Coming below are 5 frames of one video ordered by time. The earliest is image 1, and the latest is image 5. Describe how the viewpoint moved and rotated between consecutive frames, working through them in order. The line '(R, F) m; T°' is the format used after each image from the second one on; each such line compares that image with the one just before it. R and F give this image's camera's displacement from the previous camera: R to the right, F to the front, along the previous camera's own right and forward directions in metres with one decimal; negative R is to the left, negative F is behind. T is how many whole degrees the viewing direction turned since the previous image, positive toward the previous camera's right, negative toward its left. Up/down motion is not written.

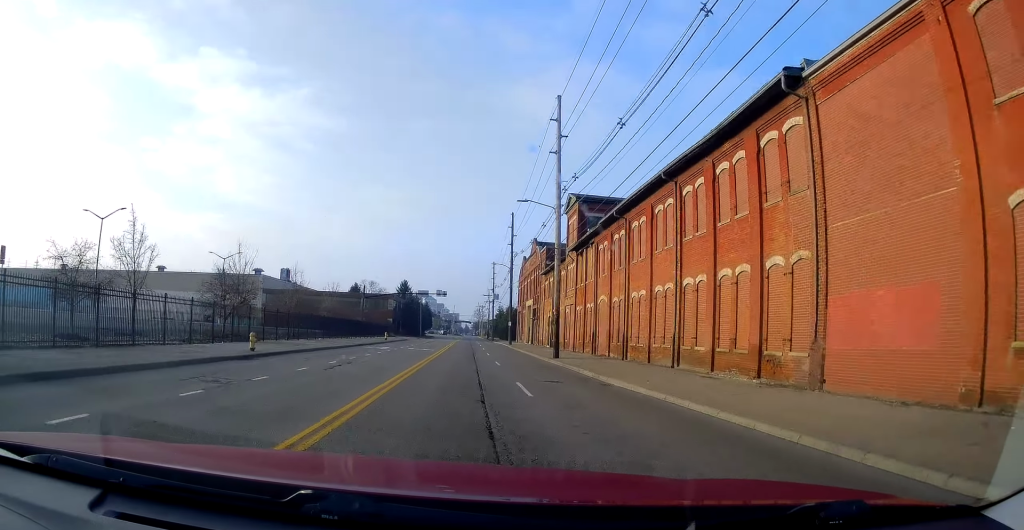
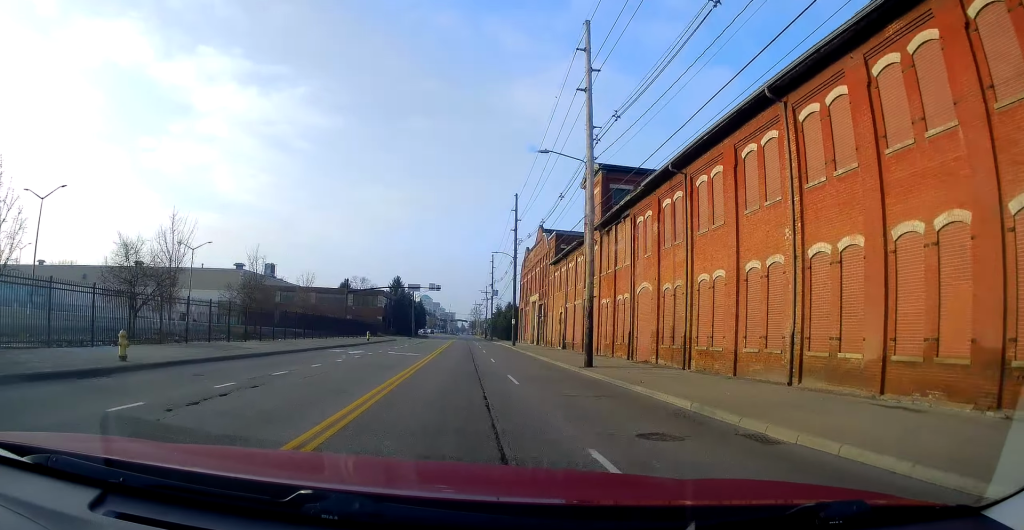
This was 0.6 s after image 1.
(+0.1, +9.7) m; 0°
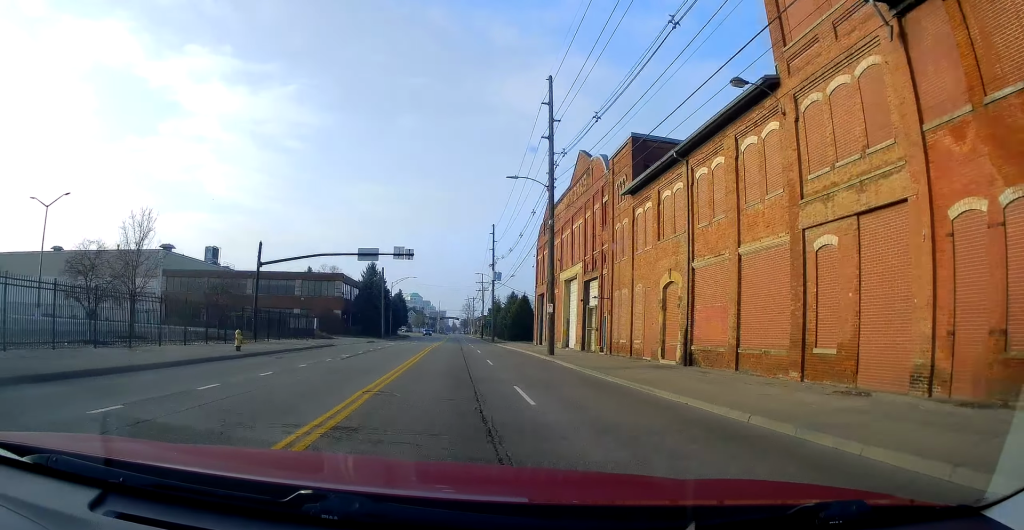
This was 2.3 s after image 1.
(+0.1, +29.9) m; 0°
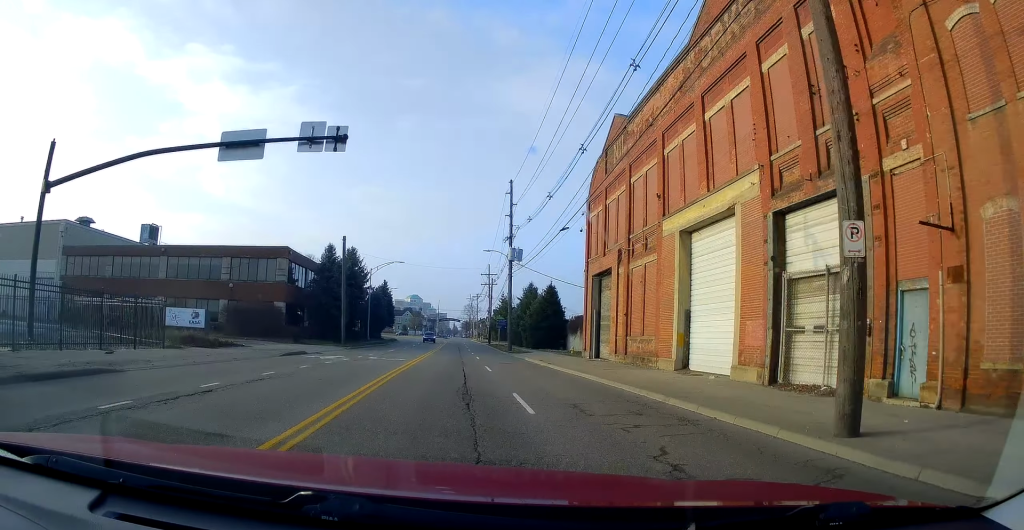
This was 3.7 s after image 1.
(0.0, +25.2) m; 0°
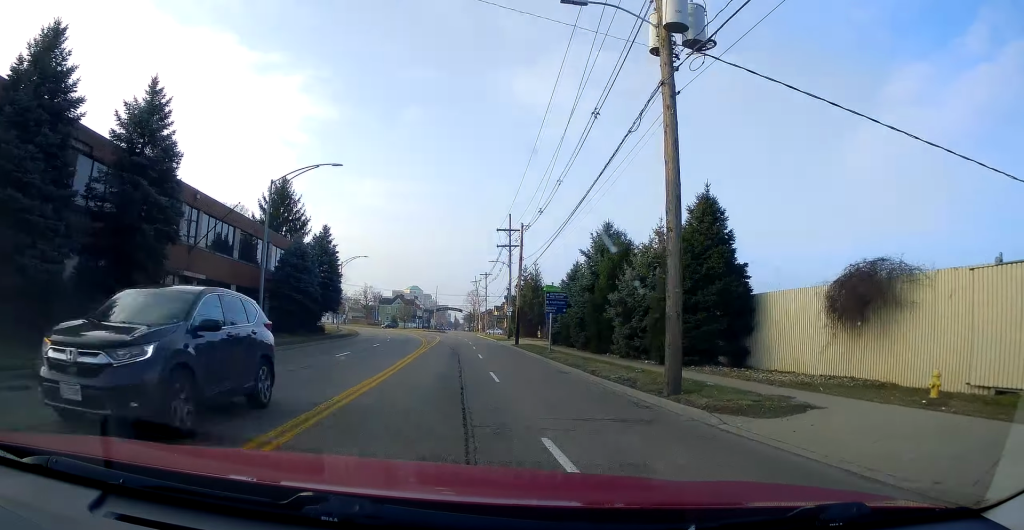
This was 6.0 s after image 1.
(+0.3, +41.3) m; -1°
